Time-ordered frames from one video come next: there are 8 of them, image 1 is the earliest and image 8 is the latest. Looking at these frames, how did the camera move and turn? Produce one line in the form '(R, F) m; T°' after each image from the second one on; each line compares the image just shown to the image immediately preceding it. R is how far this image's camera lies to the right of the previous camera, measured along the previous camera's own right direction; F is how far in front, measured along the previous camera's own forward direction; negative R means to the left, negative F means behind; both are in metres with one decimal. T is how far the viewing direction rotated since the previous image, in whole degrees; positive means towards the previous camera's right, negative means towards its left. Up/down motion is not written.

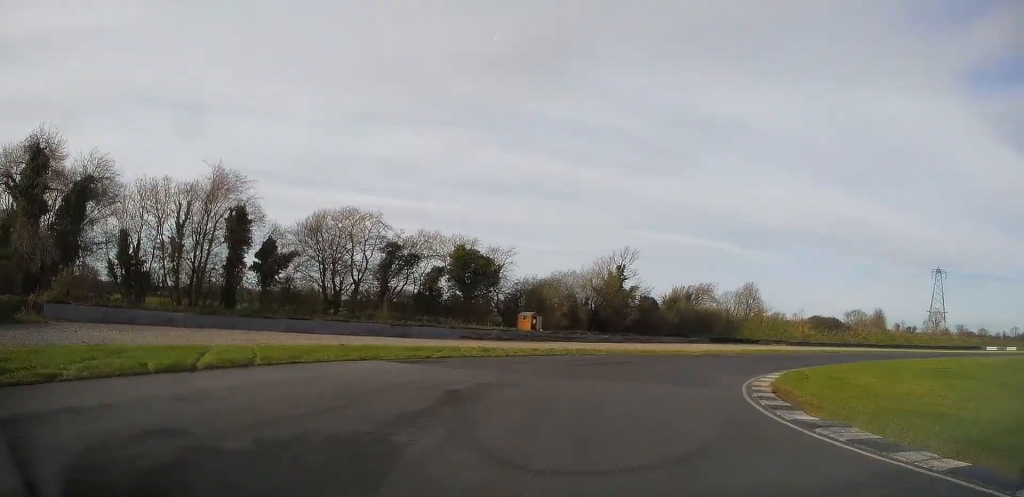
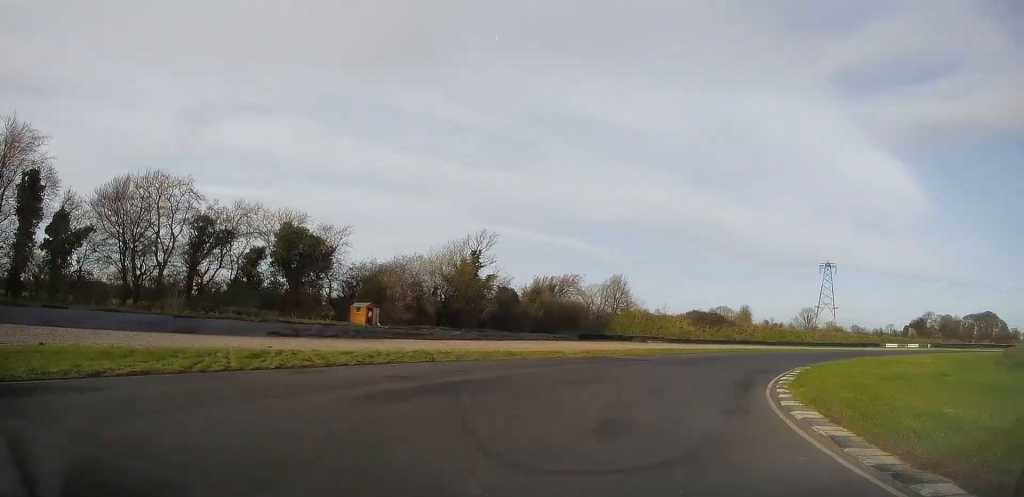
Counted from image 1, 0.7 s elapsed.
(+0.9, +12.3) m; +13°
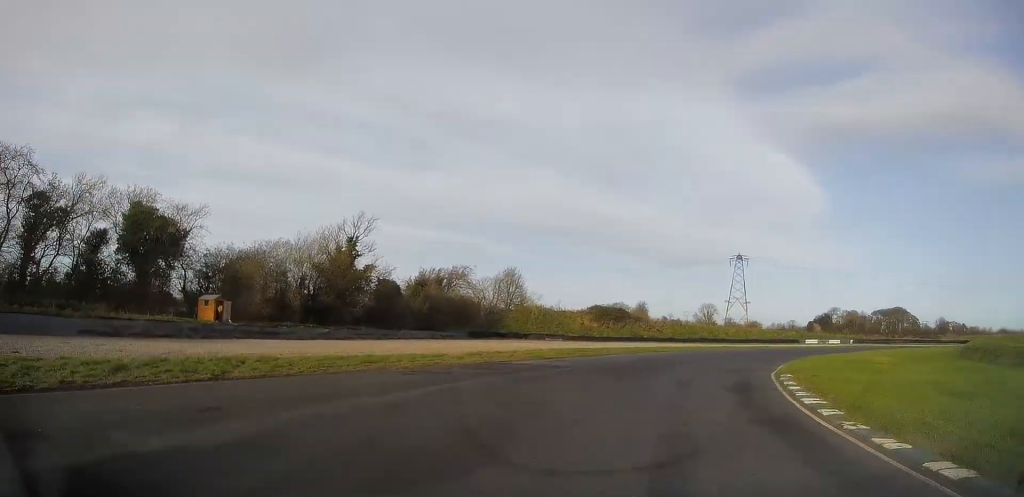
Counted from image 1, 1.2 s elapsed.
(+1.2, +9.5) m; +10°
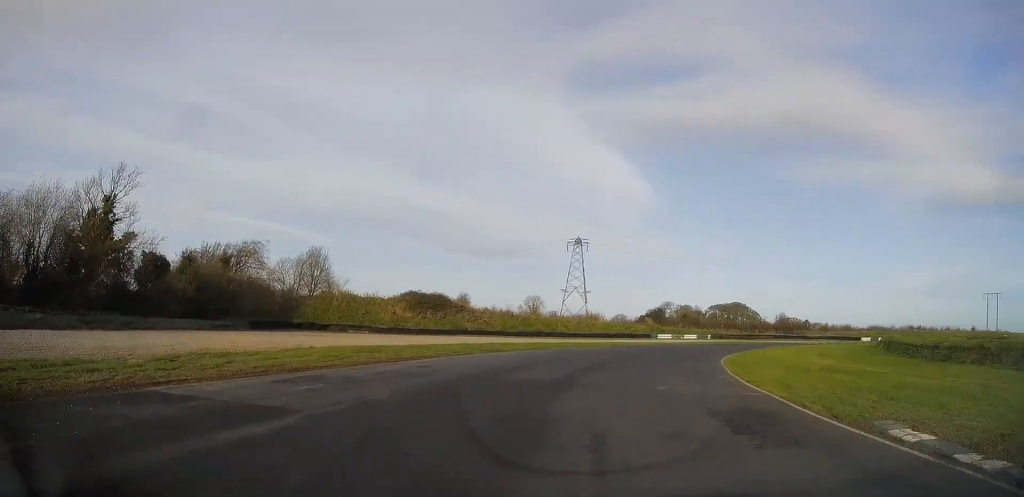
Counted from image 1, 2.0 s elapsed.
(+2.4, +16.0) m; +15°
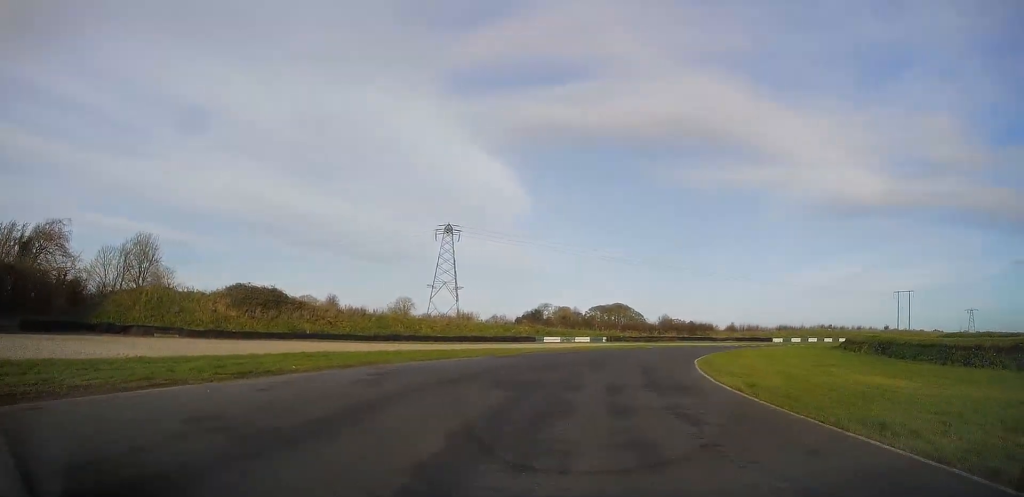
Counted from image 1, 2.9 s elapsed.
(+2.1, +17.2) m; +13°
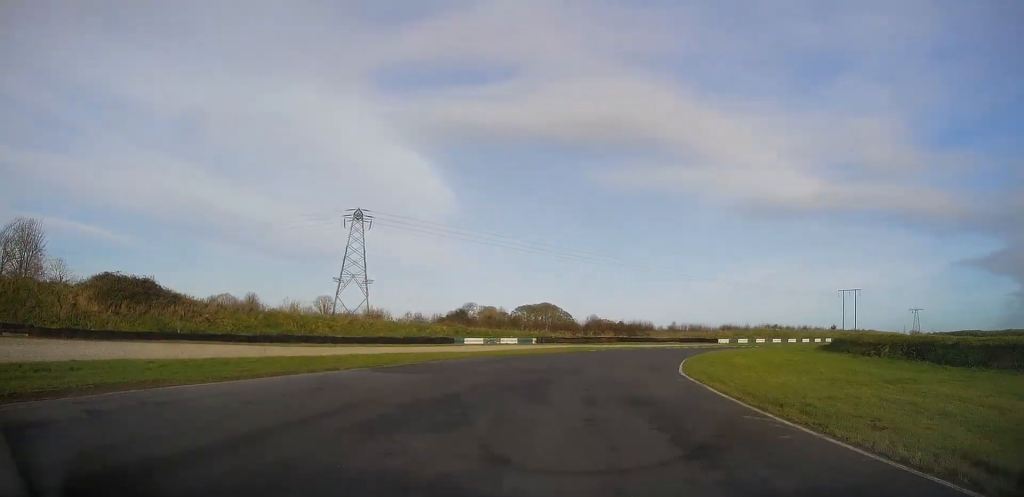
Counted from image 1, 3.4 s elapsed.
(+0.4, +11.6) m; +7°
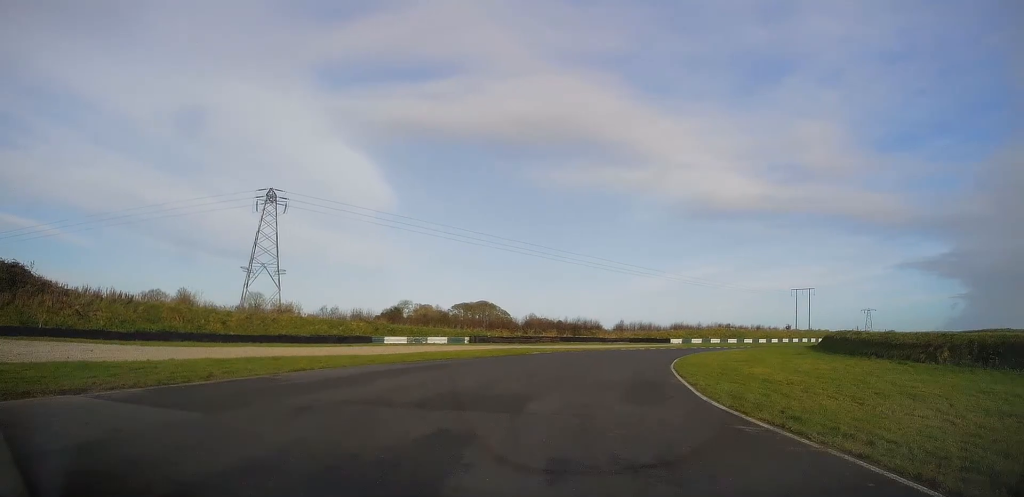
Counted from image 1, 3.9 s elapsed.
(+0.9, +10.5) m; +6°
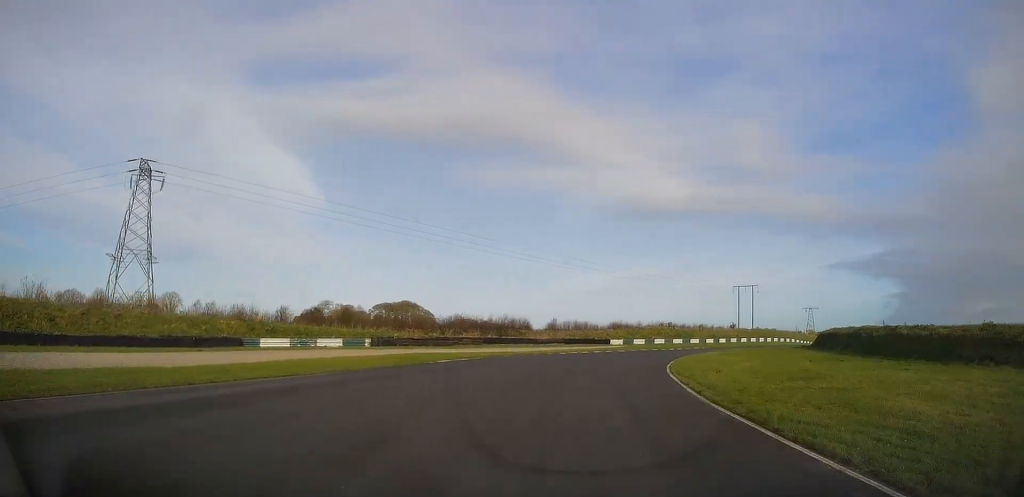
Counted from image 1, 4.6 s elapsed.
(+0.5, +13.4) m; +7°
